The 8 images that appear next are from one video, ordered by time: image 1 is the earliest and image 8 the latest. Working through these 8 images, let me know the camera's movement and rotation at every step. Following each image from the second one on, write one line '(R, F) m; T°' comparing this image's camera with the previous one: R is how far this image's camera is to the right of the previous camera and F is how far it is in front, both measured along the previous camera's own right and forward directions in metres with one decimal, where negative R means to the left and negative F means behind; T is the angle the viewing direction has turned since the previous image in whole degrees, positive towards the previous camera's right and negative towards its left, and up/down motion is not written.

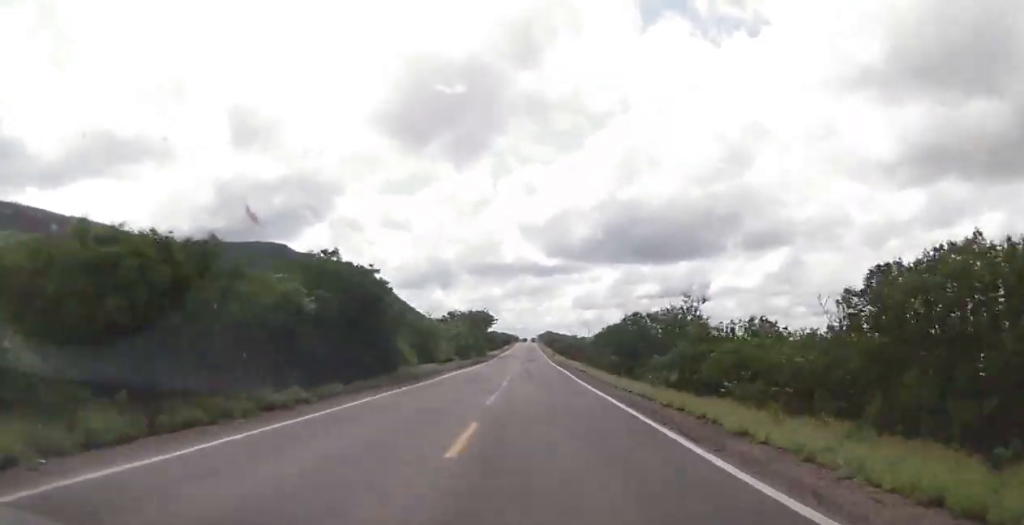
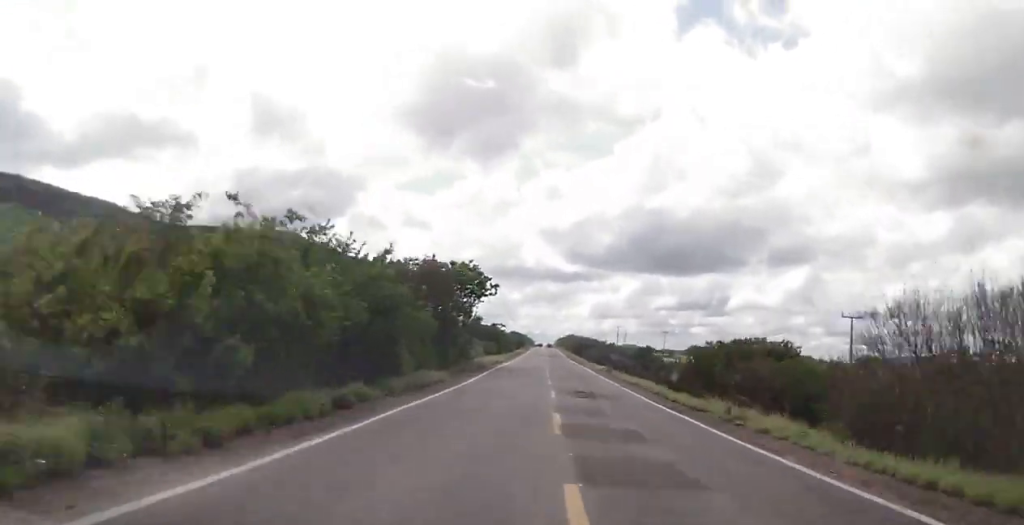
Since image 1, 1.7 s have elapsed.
(-0.7, +54.7) m; -1°
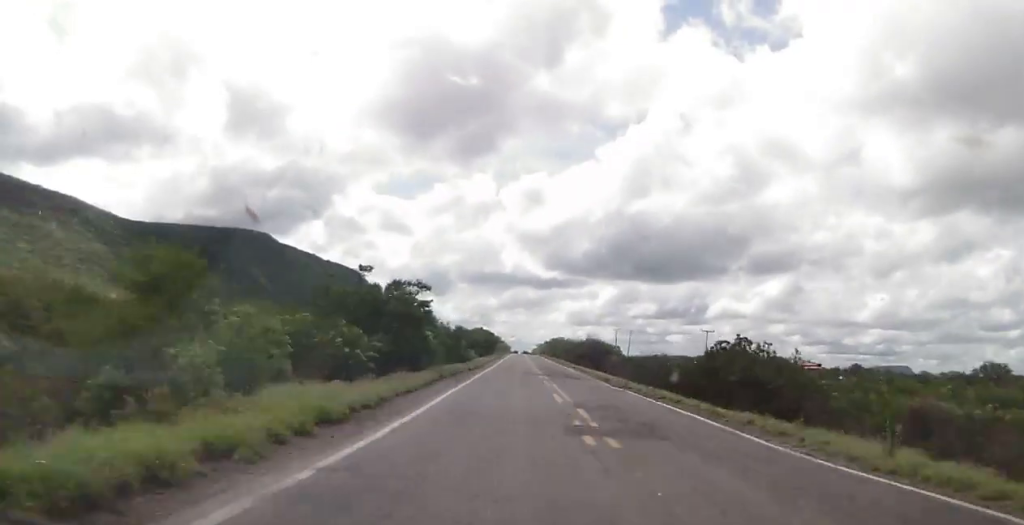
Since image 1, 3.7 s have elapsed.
(-0.4, +60.2) m; 0°
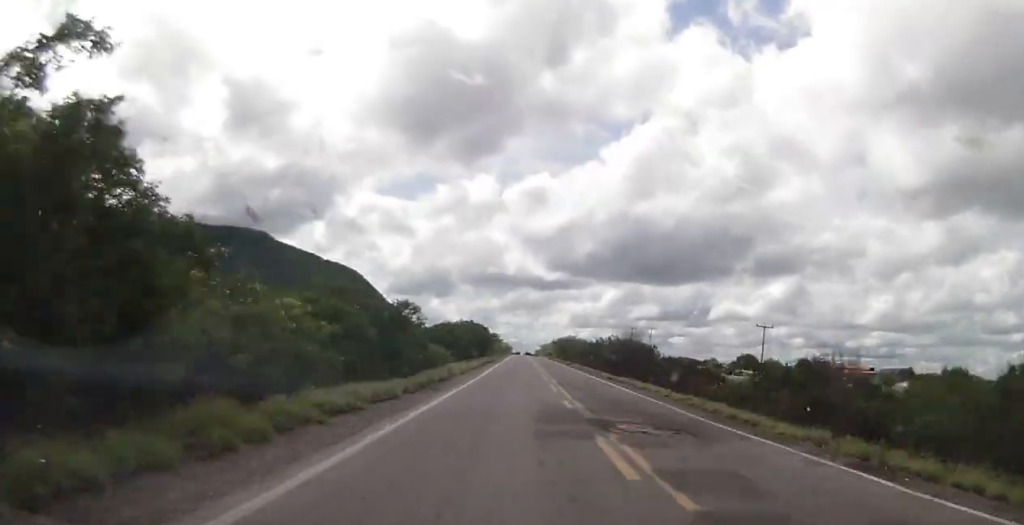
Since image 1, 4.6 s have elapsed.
(+0.5, +27.4) m; +1°
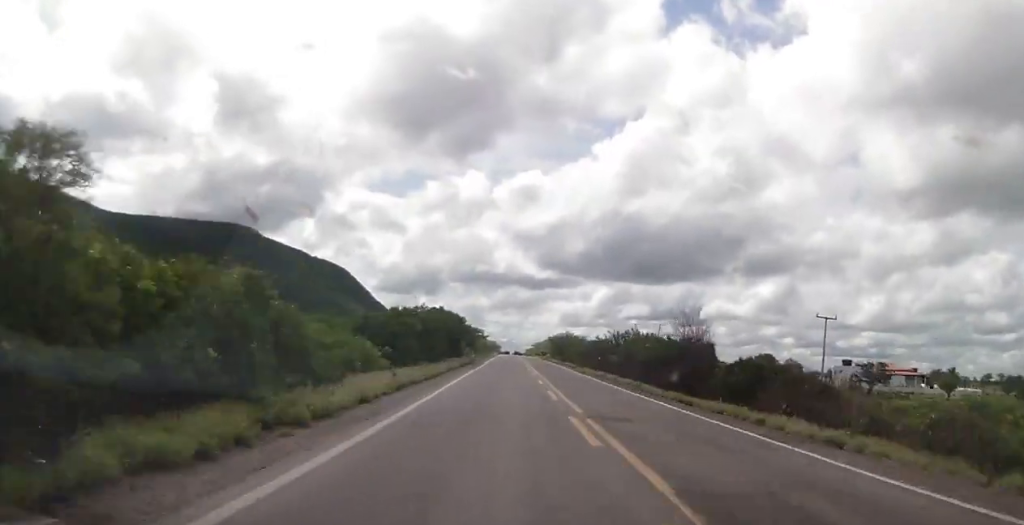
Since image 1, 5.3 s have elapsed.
(0.0, +22.3) m; 0°
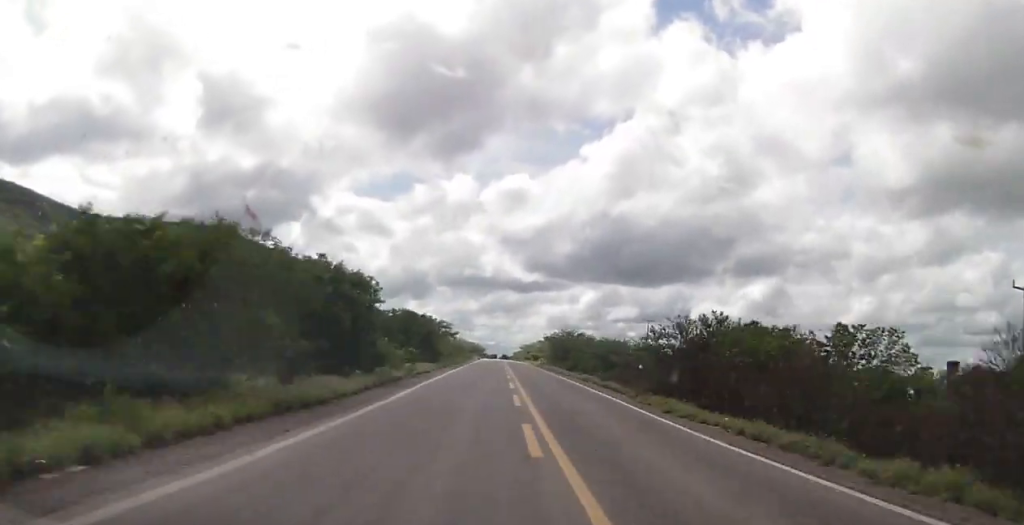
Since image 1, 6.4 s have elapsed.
(-0.3, +33.3) m; +1°
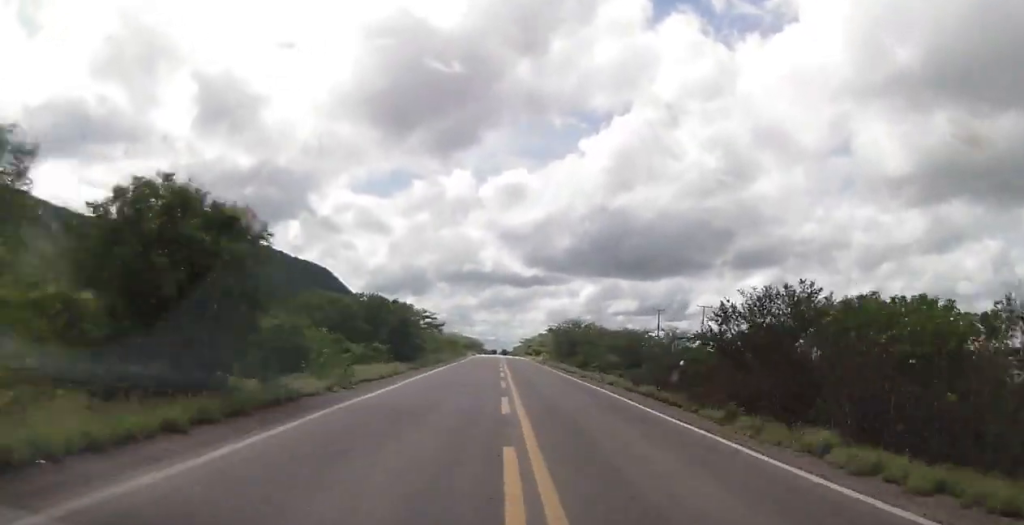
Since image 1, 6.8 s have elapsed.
(+0.3, +12.1) m; +1°
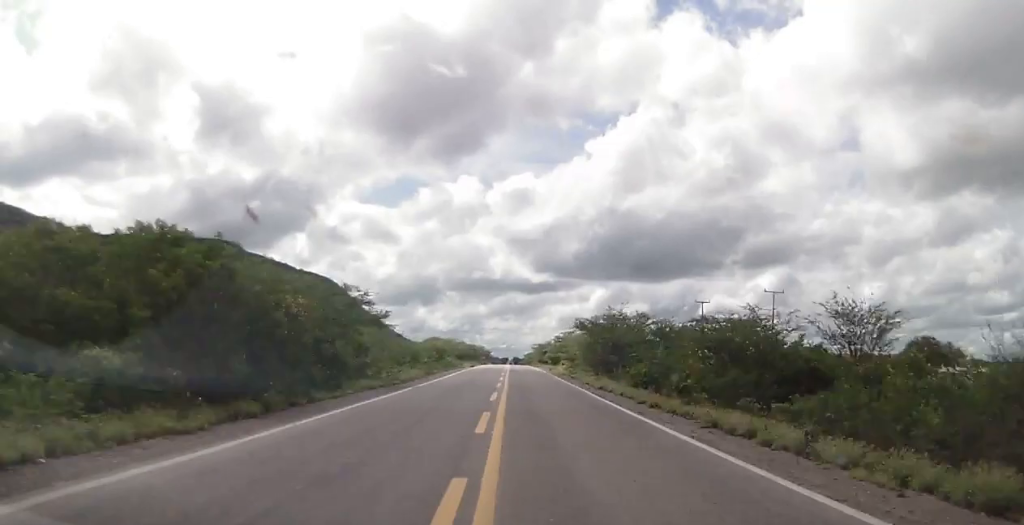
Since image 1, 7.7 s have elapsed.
(+0.4, +26.1) m; +1°
